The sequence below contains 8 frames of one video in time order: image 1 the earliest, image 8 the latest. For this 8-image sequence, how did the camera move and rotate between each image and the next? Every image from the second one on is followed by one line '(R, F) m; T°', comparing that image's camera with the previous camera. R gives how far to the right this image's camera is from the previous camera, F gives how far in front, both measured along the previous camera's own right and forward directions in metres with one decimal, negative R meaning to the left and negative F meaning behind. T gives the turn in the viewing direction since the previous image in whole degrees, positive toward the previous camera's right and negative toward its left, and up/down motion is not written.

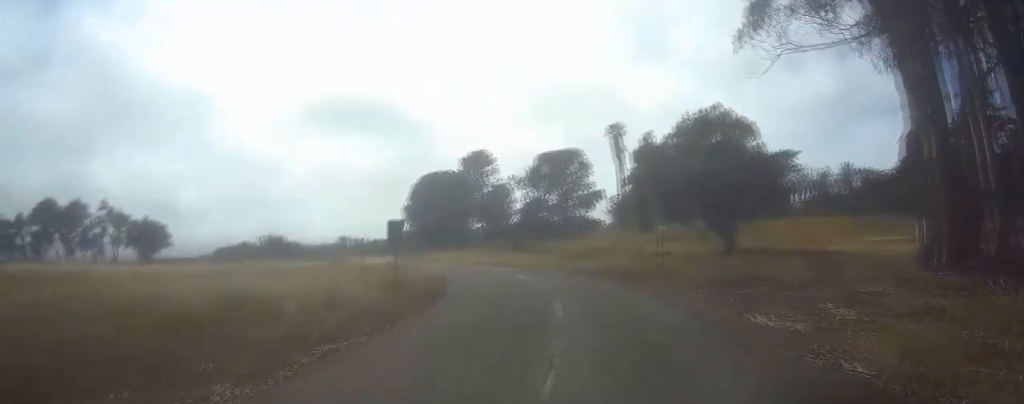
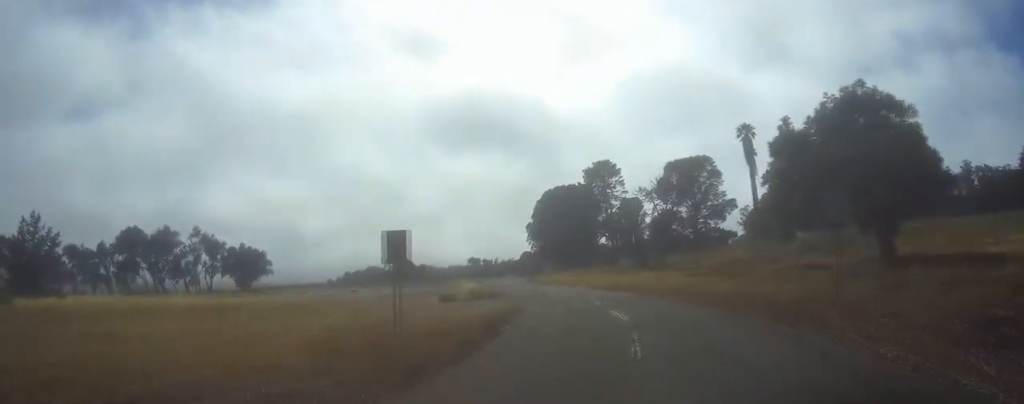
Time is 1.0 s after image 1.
(-0.8, +10.6) m; -8°
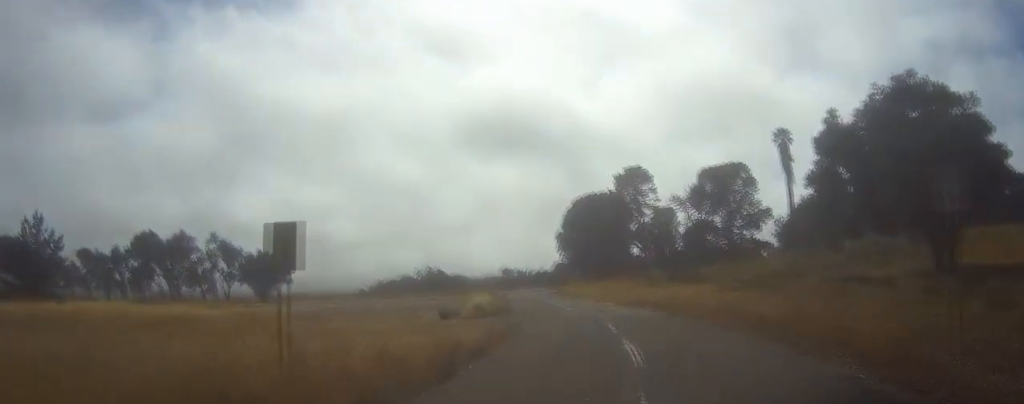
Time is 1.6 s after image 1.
(-0.1, +5.6) m; -4°
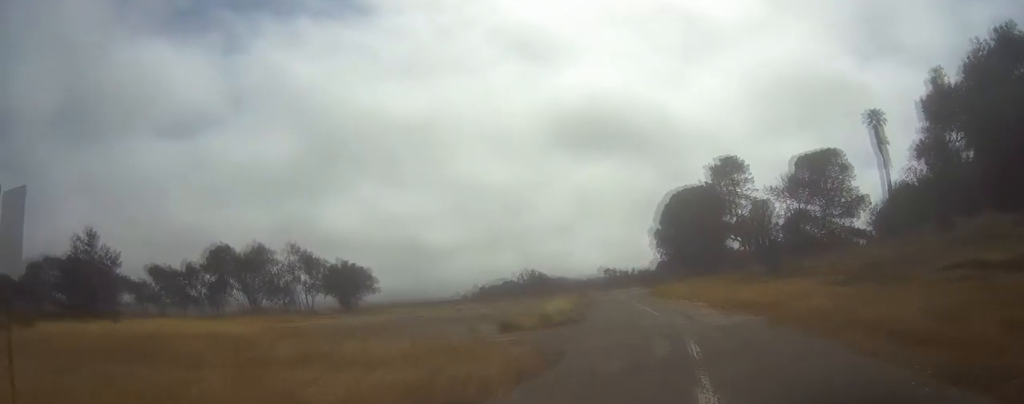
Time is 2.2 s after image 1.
(-0.4, +6.5) m; -2°
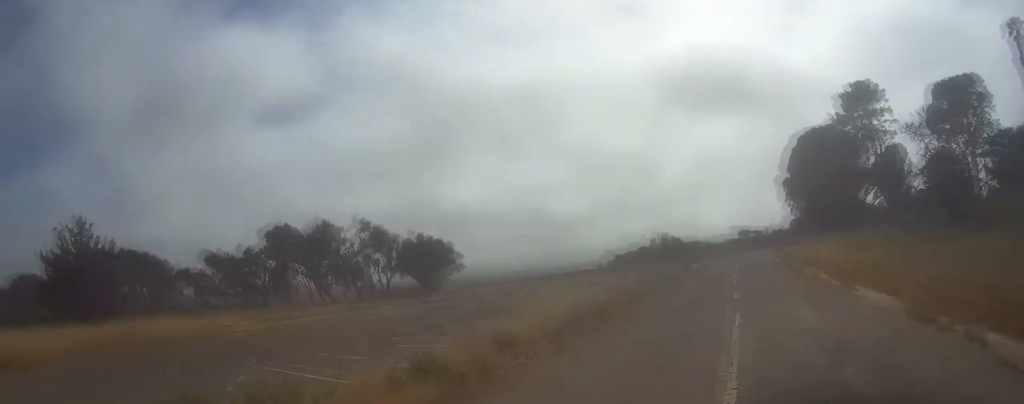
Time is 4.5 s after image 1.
(-1.5, +24.6) m; -8°
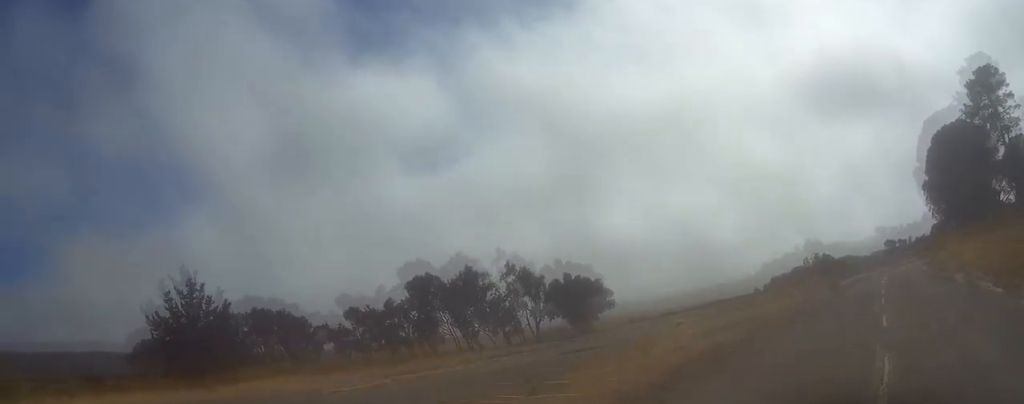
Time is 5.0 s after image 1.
(-0.2, +5.3) m; -1°
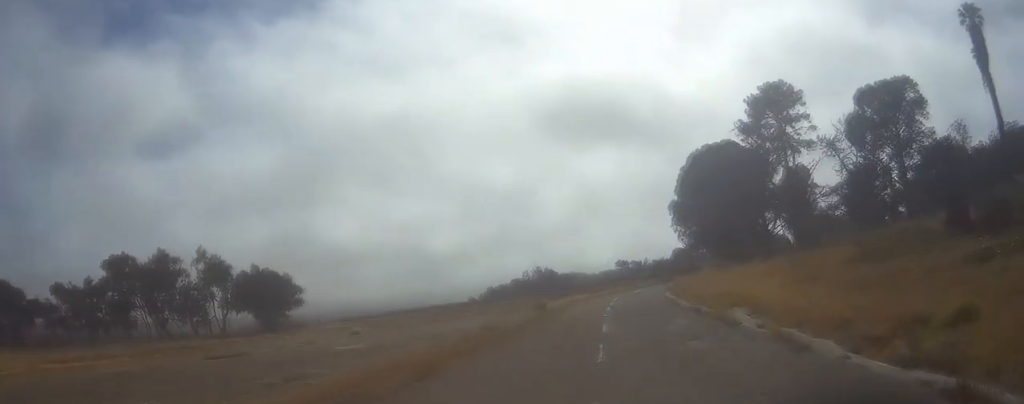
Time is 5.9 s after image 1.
(-0.2, +10.2) m; -1°
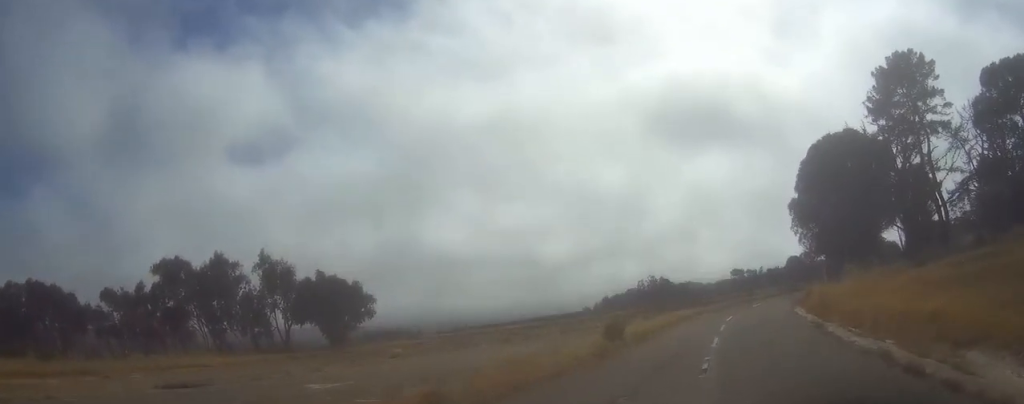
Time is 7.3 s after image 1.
(0.0, +14.4) m; 0°
